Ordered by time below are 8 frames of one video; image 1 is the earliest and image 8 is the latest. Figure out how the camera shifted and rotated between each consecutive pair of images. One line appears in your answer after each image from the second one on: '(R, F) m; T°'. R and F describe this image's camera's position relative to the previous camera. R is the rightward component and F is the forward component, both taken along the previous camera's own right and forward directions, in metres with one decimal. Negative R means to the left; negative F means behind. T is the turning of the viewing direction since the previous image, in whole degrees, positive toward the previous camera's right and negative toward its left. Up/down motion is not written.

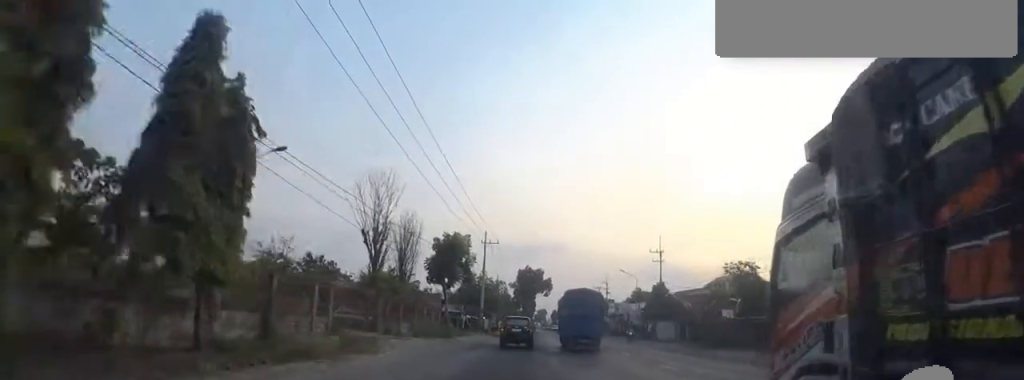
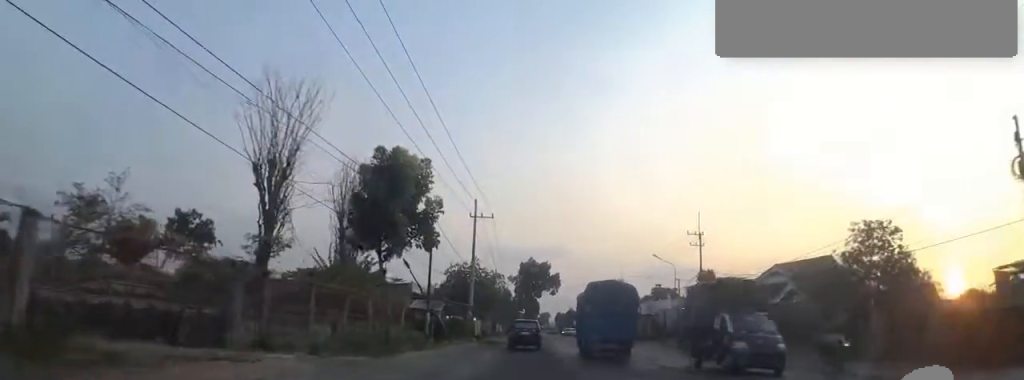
(0.0, +14.5) m; +2°
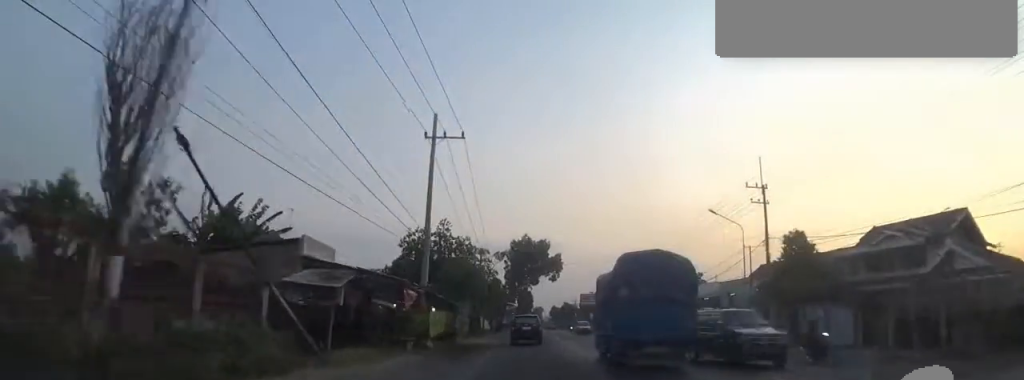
(+0.6, +16.1) m; +2°
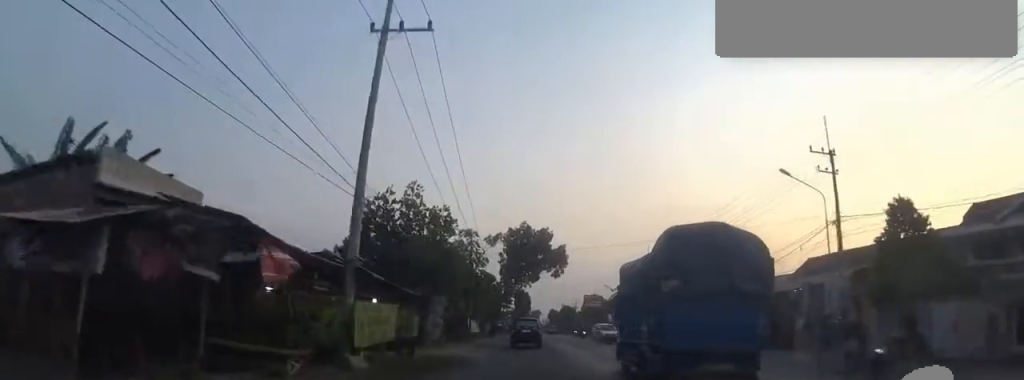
(+0.6, +9.2) m; 0°
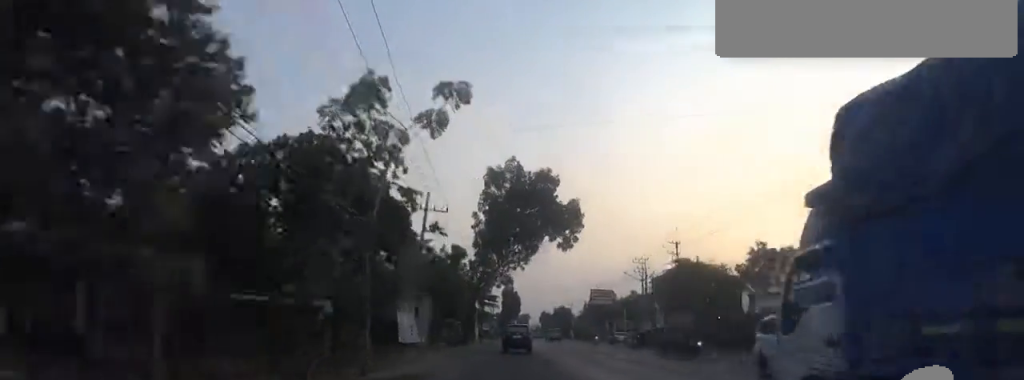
(-1.6, +20.4) m; -3°
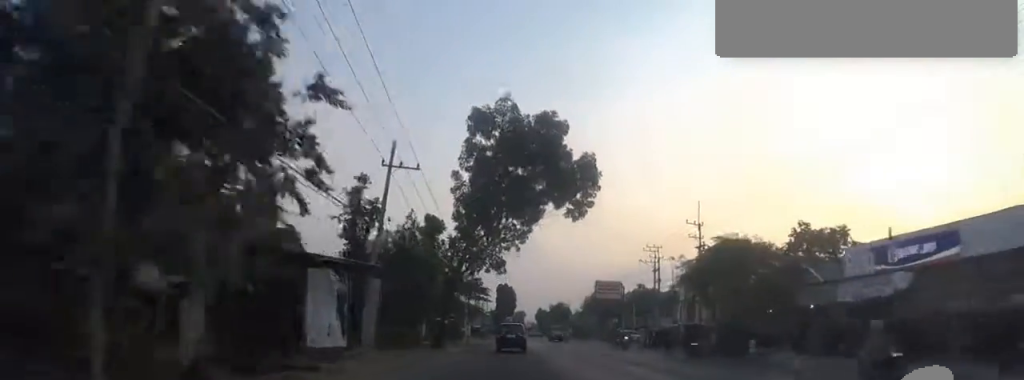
(+0.2, +8.4) m; +1°
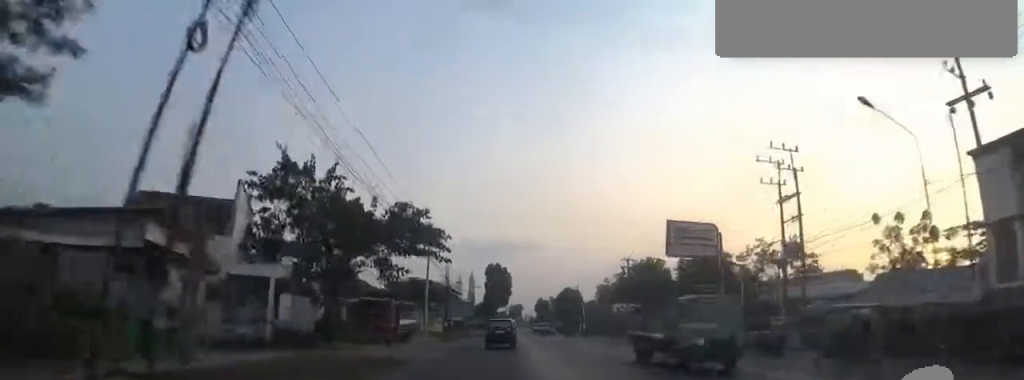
(+0.2, +31.5) m; 0°
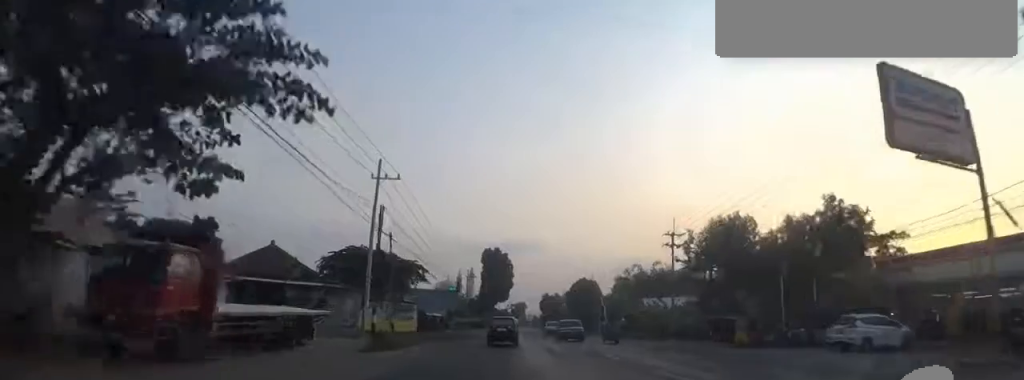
(0.0, +19.4) m; 0°
